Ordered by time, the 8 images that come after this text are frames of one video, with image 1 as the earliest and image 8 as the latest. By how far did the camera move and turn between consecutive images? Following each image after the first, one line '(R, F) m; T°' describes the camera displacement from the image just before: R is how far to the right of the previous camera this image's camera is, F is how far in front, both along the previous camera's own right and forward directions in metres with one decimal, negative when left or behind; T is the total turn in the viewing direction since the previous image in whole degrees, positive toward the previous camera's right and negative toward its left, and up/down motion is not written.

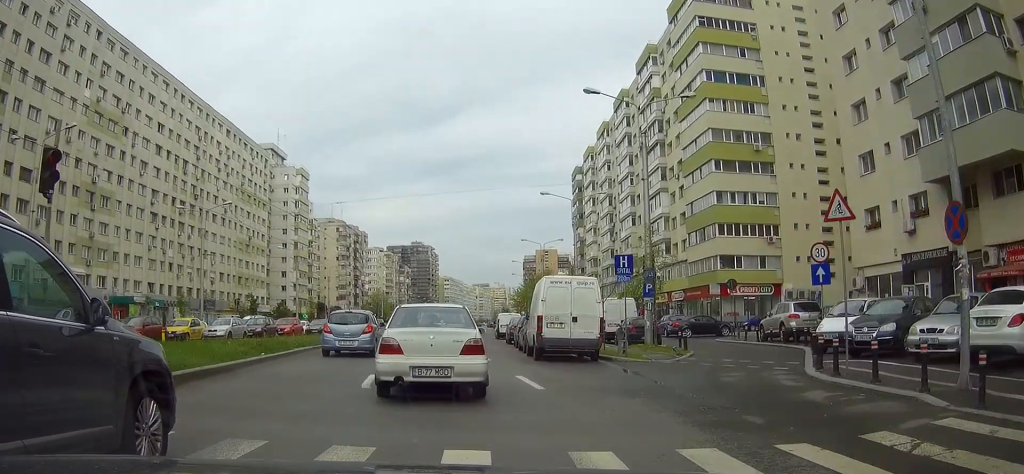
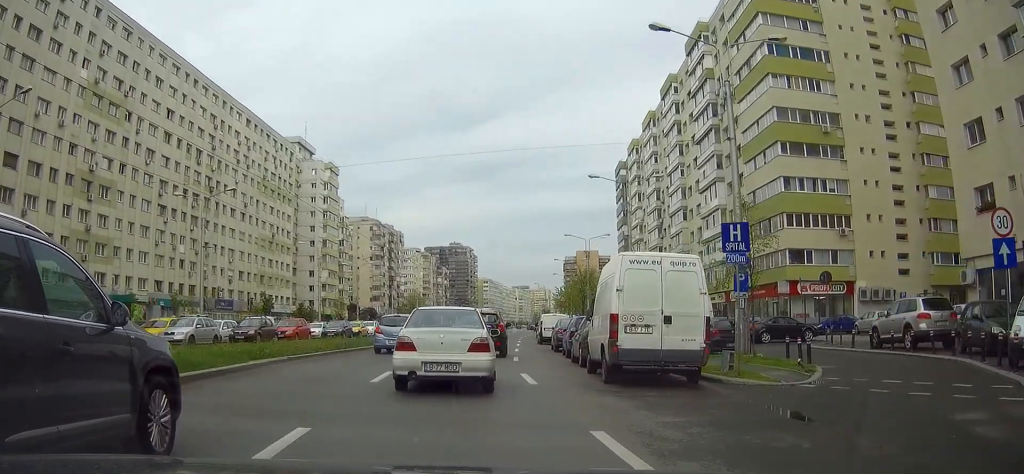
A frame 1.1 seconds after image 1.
(-0.4, +8.0) m; -2°
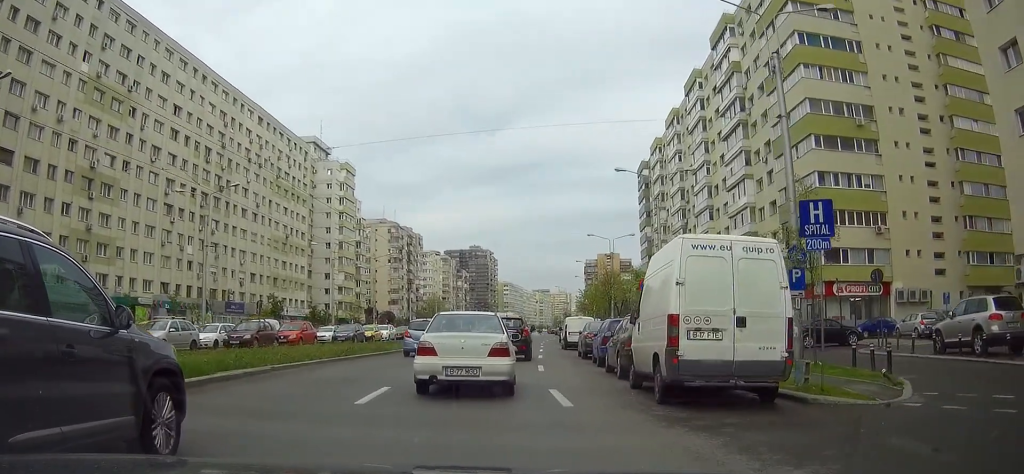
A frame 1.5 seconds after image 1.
(+0.1, +3.2) m; 0°
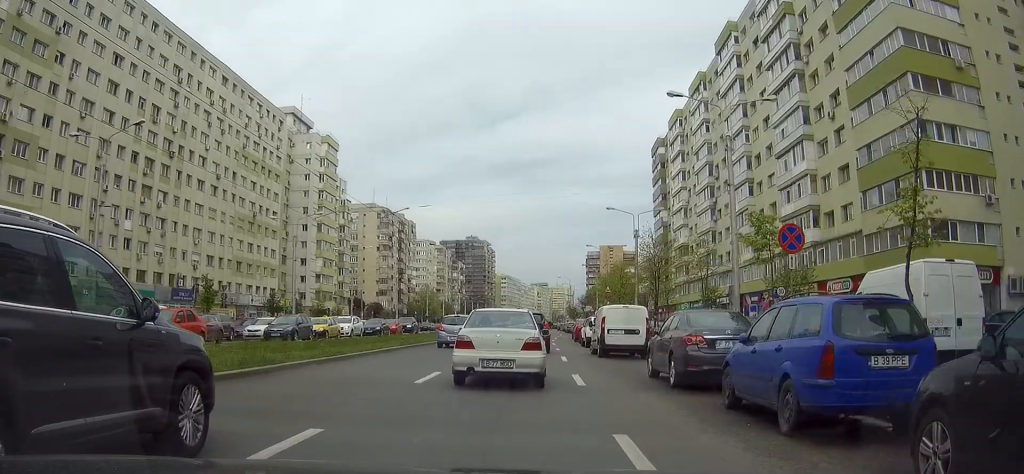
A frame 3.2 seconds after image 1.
(-0.2, +14.9) m; -1°
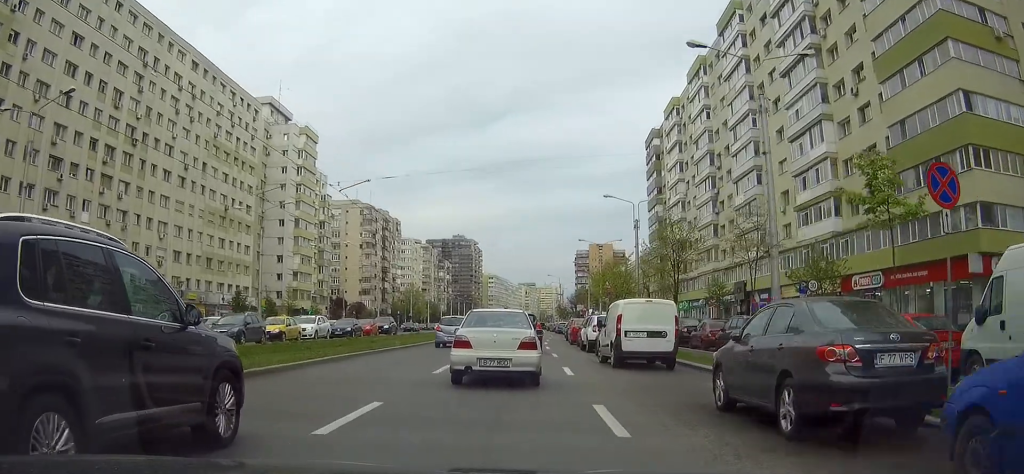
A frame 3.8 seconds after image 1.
(0.0, +6.2) m; 0°
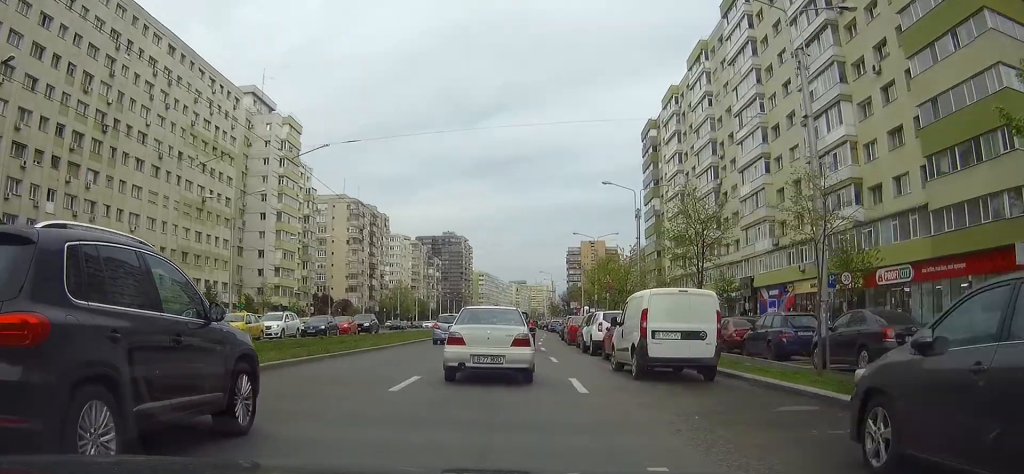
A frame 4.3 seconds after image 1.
(+0.1, +4.7) m; +1°
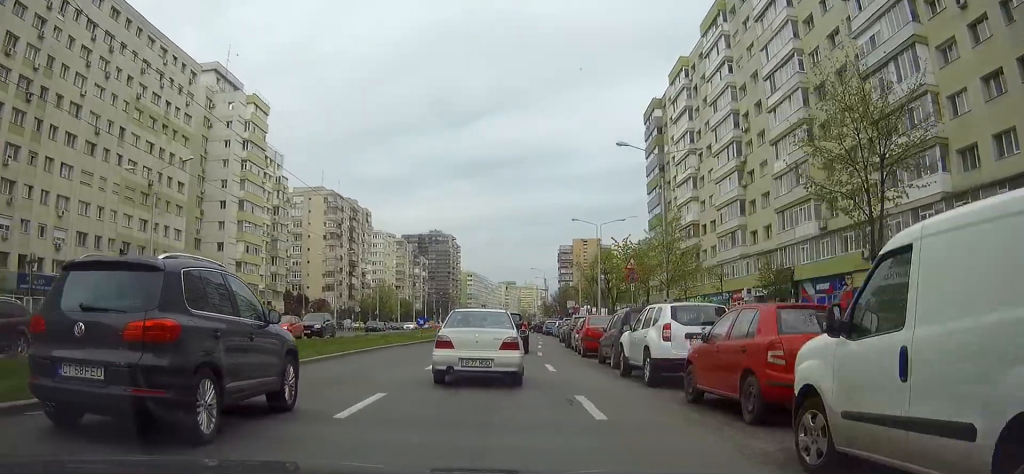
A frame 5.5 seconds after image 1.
(+0.2, +12.0) m; +1°
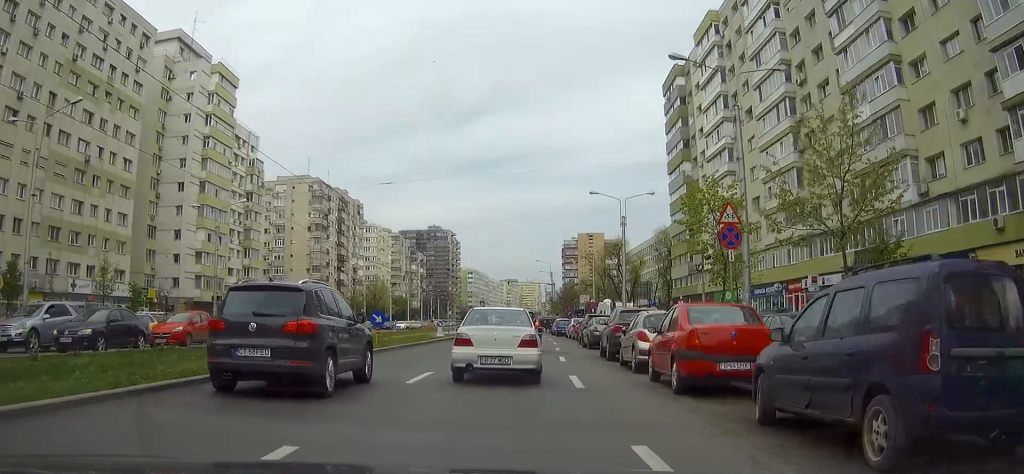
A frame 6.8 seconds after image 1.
(-0.1, +13.9) m; -1°
